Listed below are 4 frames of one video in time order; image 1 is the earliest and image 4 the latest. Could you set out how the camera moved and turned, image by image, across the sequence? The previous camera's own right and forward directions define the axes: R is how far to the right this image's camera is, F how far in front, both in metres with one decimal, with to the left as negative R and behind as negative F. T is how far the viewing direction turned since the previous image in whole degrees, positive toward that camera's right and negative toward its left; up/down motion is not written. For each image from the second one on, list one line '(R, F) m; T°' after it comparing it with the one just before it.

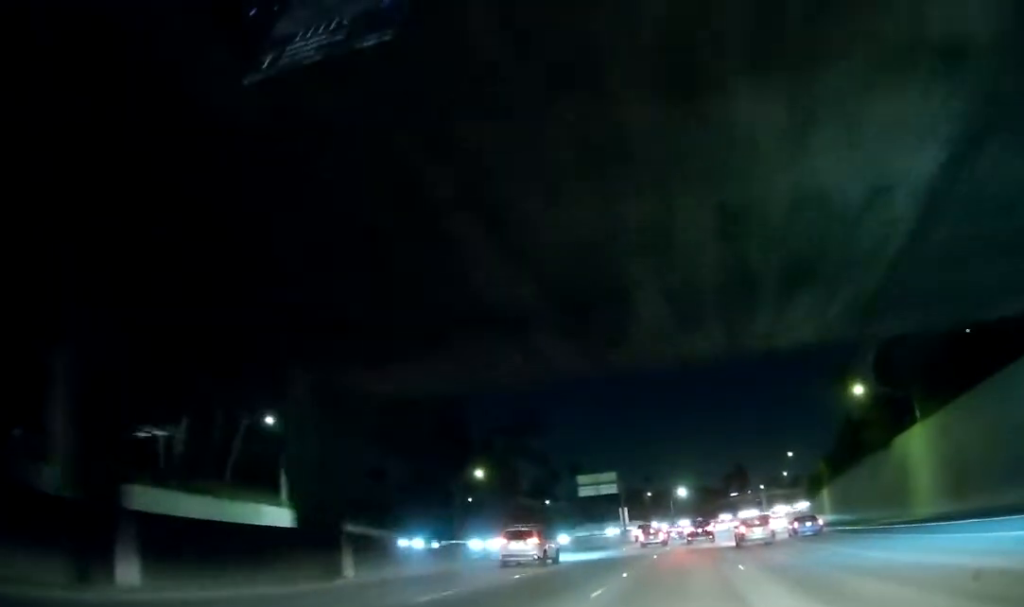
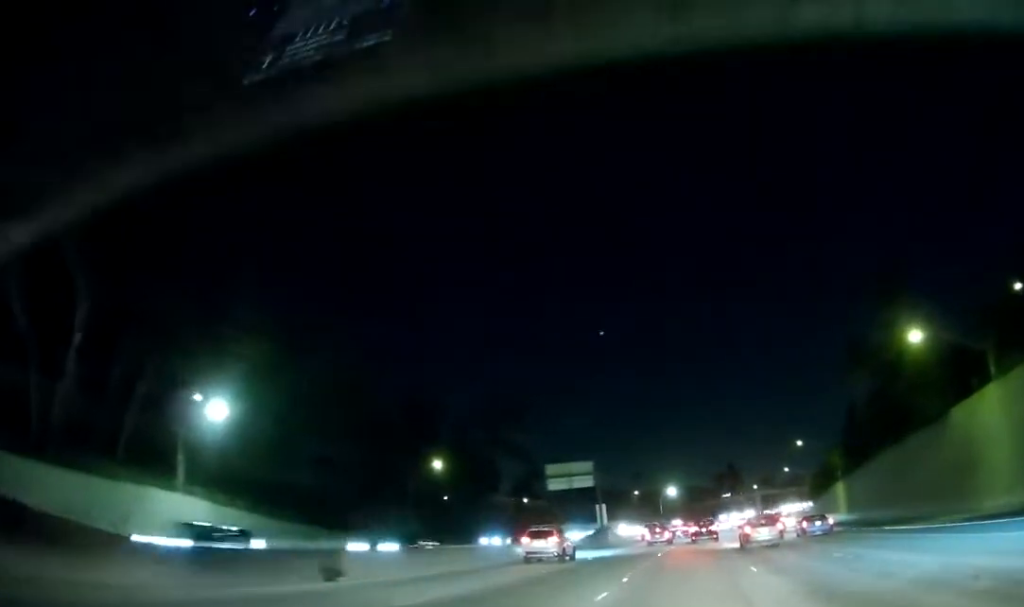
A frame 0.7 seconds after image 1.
(0.0, +15.6) m; +1°
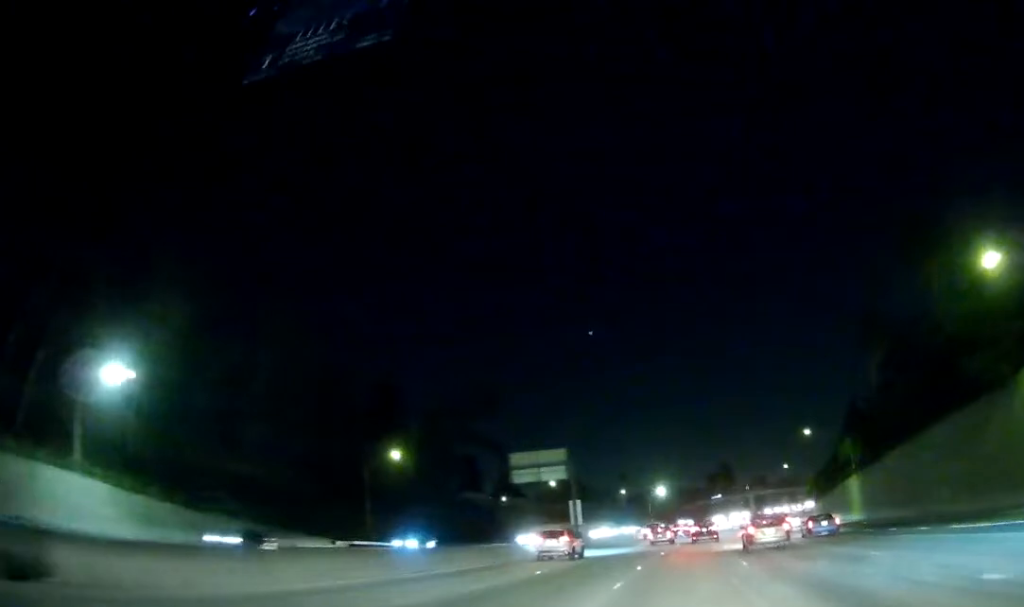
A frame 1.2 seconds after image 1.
(+0.1, +12.0) m; +1°
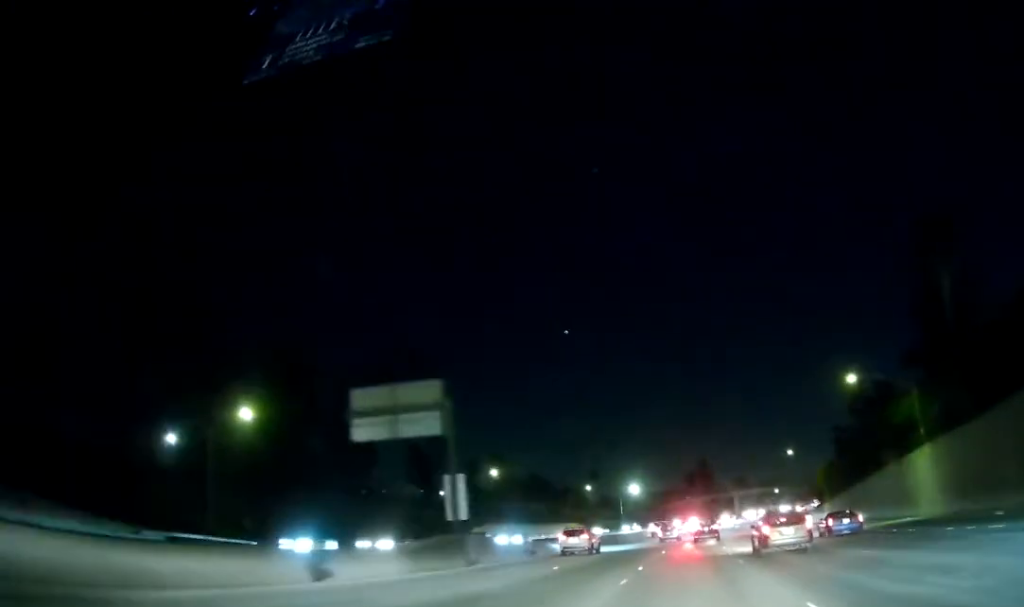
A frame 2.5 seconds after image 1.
(+0.3, +27.8) m; +2°
